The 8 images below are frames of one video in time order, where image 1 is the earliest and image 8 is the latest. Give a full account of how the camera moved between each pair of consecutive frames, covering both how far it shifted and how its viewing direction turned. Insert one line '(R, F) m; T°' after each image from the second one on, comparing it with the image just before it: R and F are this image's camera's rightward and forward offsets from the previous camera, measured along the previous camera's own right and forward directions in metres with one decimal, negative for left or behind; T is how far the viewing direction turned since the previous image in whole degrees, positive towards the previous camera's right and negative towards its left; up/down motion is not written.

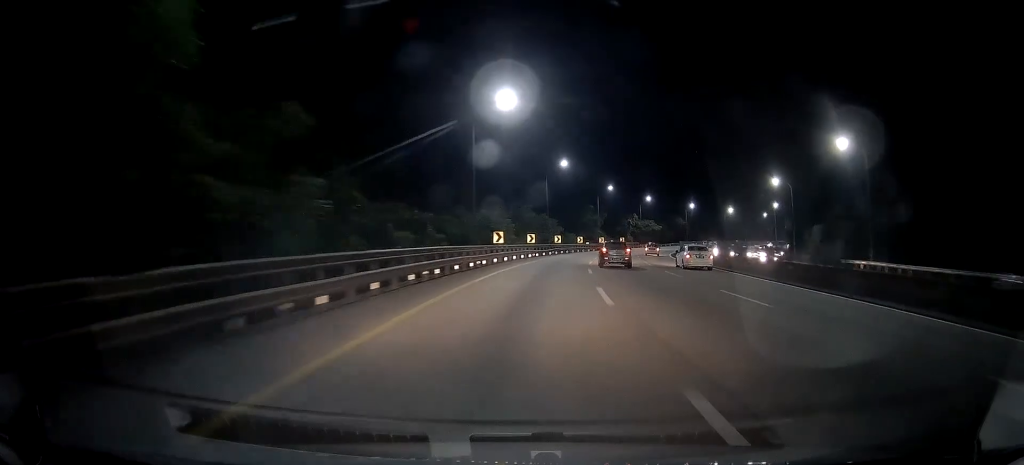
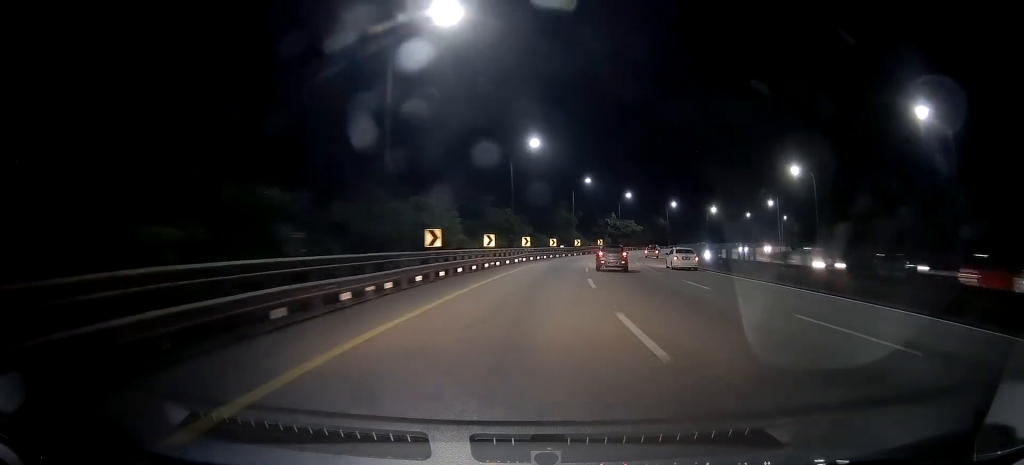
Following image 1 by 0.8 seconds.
(+0.8, +18.2) m; +4°
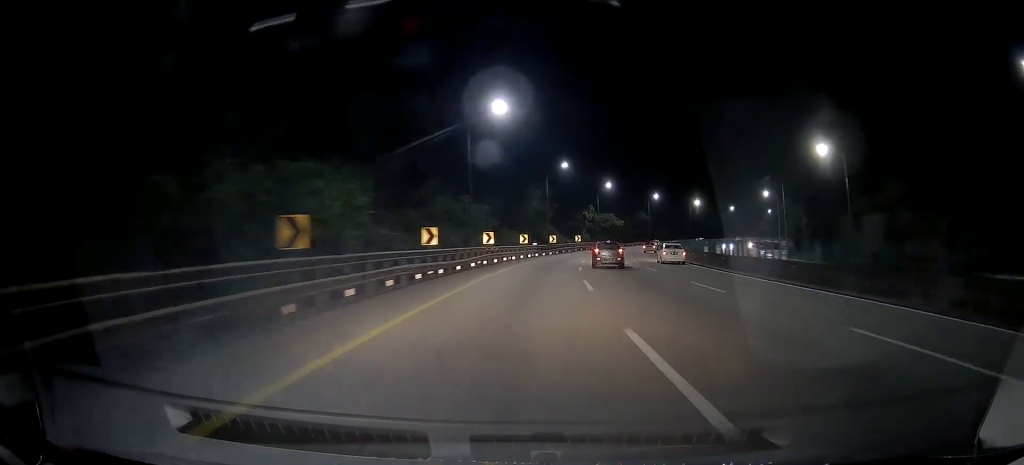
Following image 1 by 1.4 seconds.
(+0.5, +14.9) m; +1°
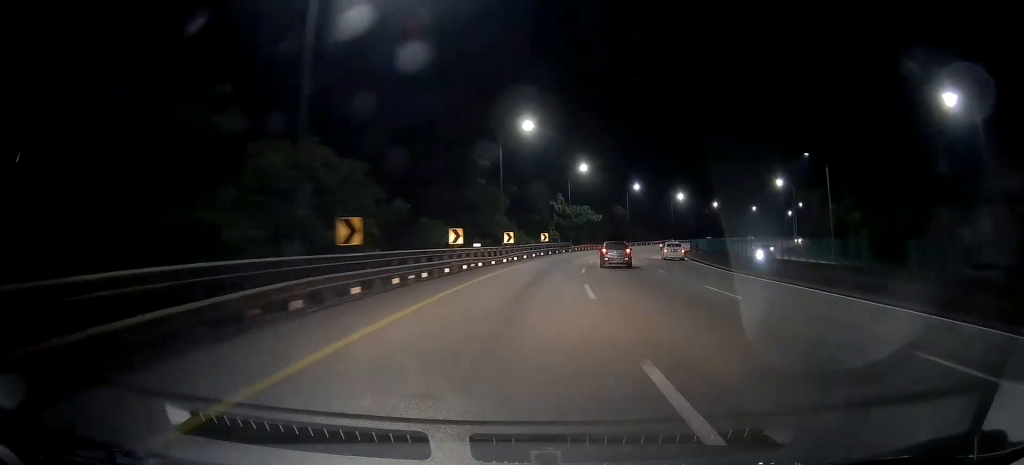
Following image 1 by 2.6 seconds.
(+0.2, +27.4) m; +5°
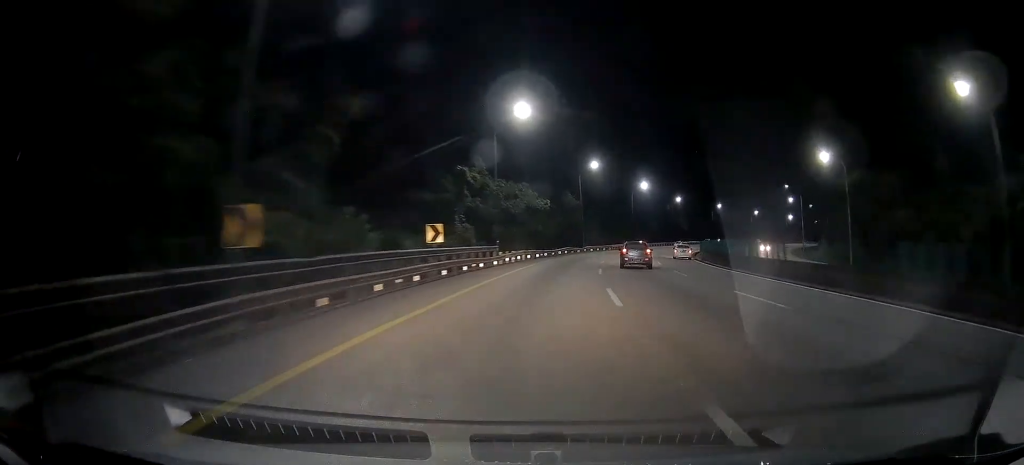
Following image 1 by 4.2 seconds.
(+2.9, +38.8) m; +7°
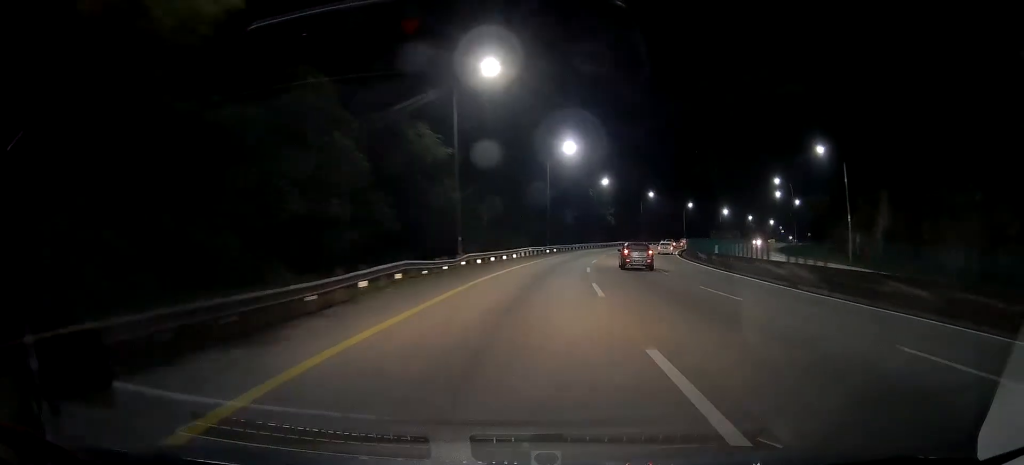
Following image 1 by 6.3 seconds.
(+5.1, +47.2) m; +12°
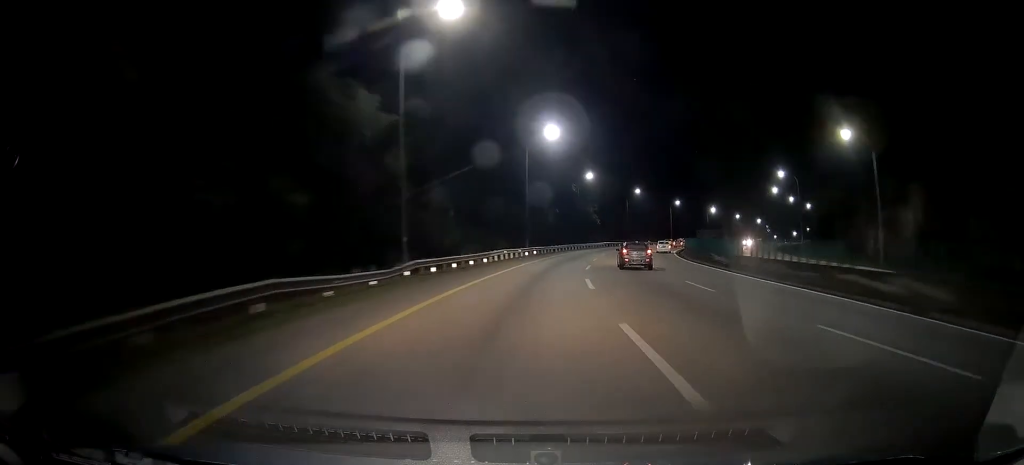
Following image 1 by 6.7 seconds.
(+0.1, +10.1) m; +2°
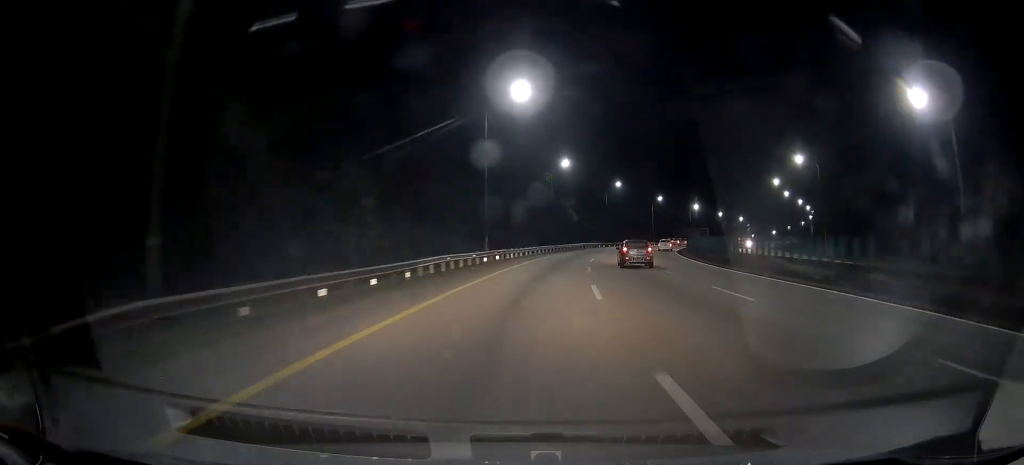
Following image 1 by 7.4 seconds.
(+0.5, +16.4) m; +3°
